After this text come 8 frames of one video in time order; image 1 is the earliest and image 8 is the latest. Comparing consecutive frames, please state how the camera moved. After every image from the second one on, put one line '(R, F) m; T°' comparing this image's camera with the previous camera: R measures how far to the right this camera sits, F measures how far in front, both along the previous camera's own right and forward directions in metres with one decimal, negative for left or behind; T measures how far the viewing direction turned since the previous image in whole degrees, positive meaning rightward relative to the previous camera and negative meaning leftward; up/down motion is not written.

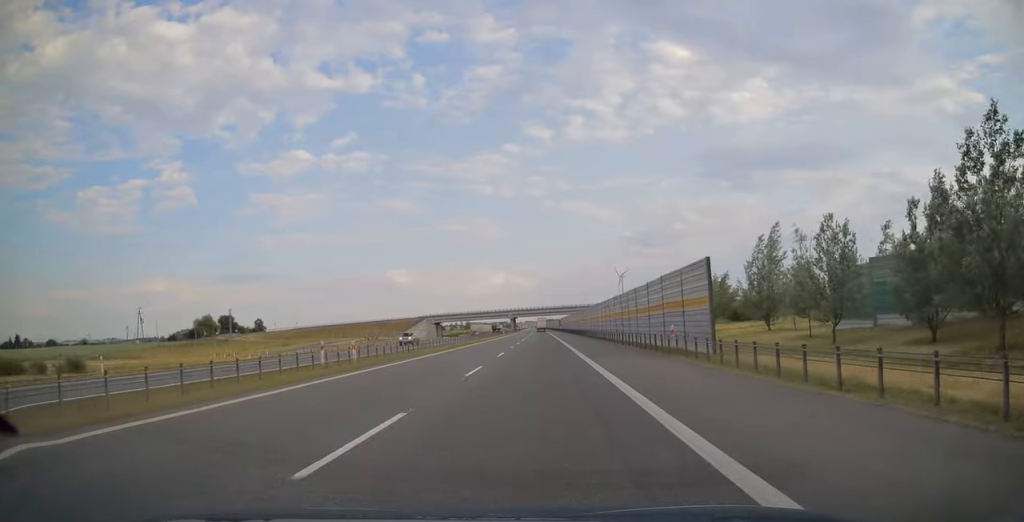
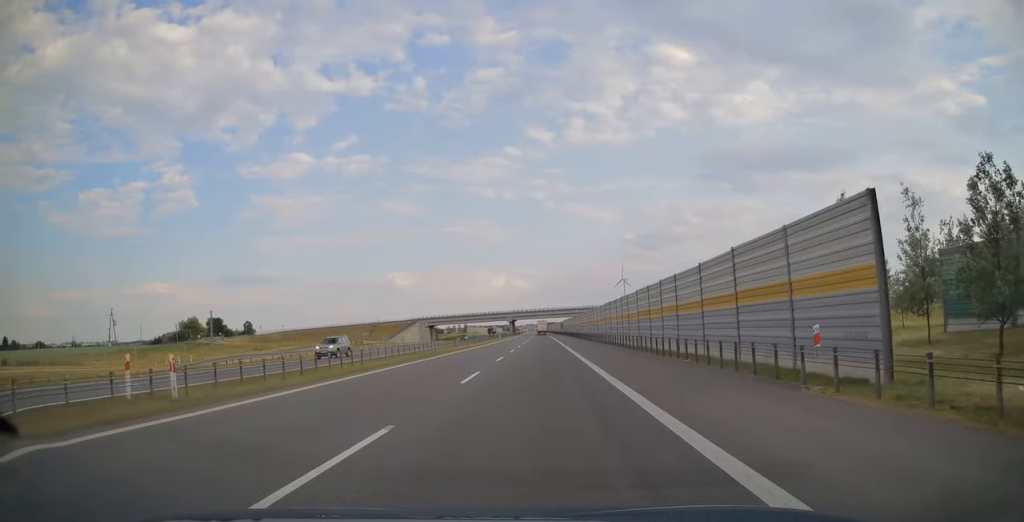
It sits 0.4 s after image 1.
(-0.1, +13.2) m; 0°
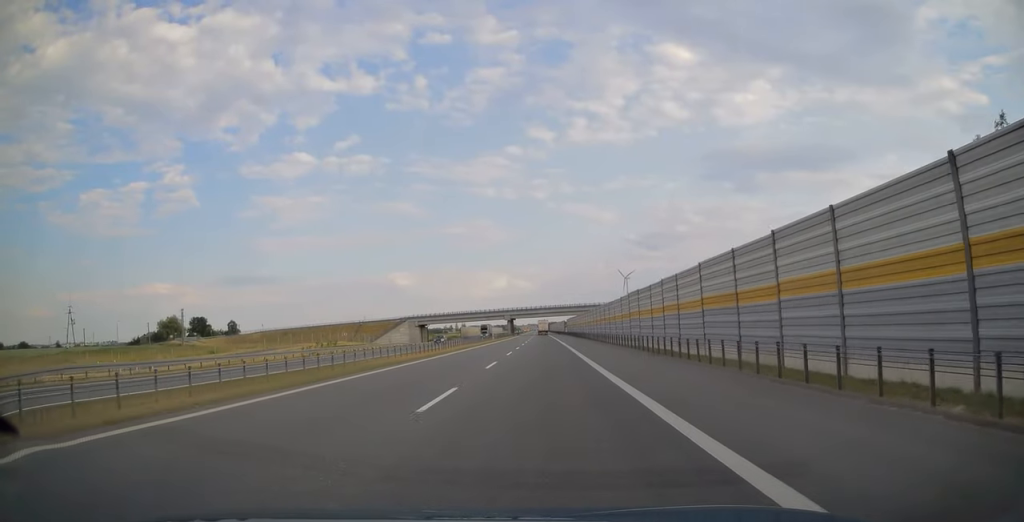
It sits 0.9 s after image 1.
(+0.1, +17.7) m; 0°
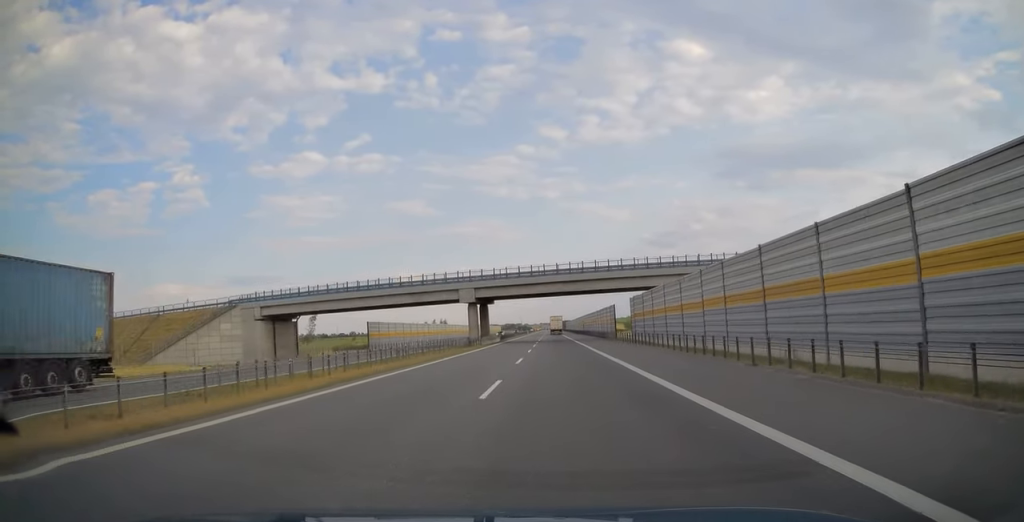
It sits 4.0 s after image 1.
(-0.8, +104.4) m; -1°
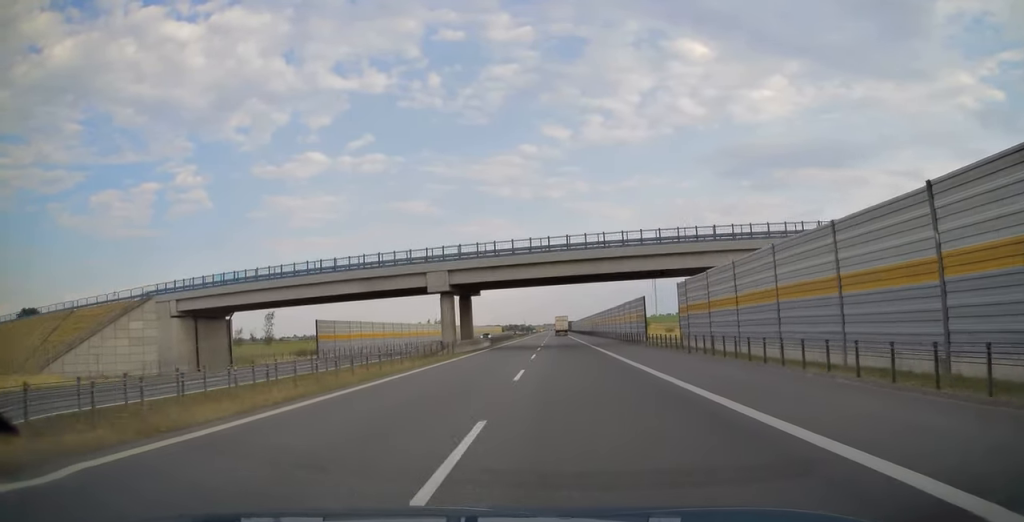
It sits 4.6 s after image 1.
(0.0, +19.1) m; 0°
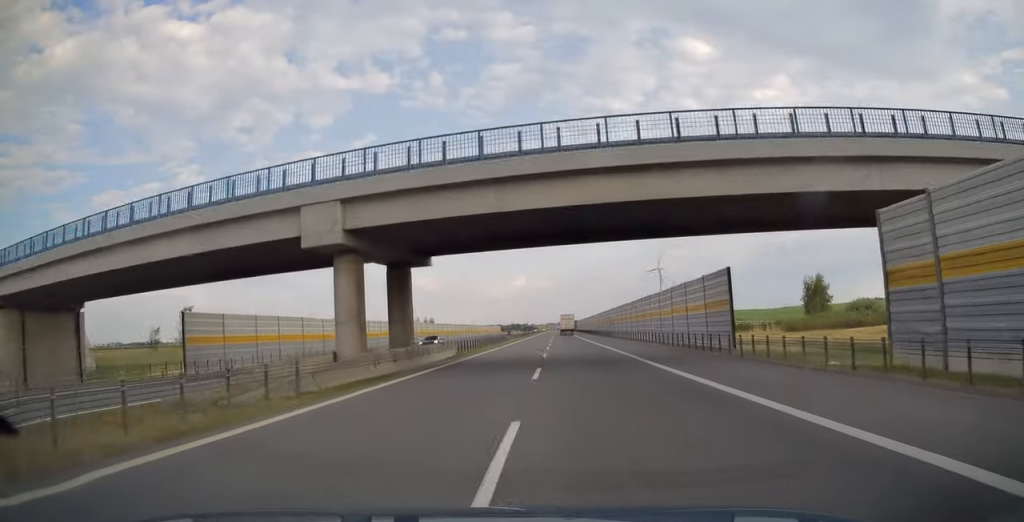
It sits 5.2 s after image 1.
(-0.1, +24.0) m; 0°
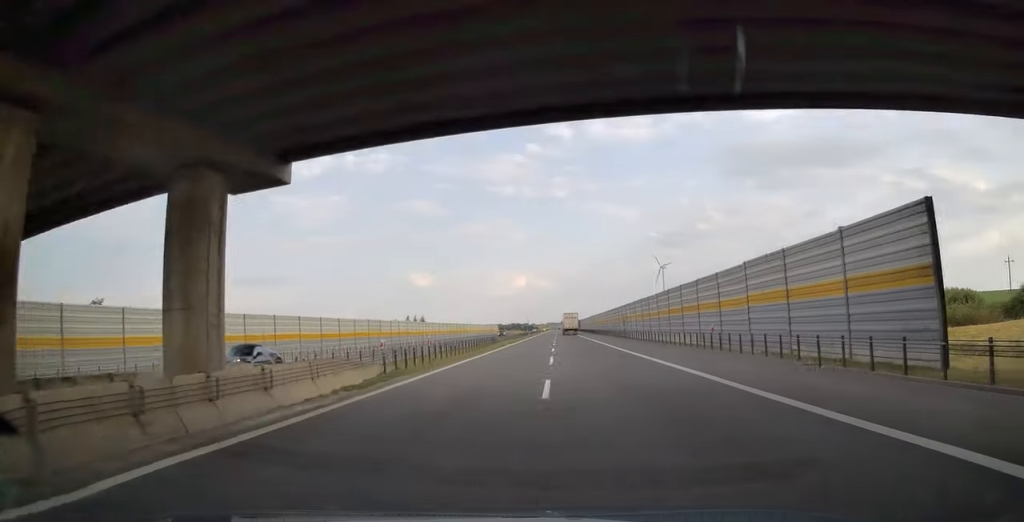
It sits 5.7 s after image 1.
(0.0, +16.6) m; 0°
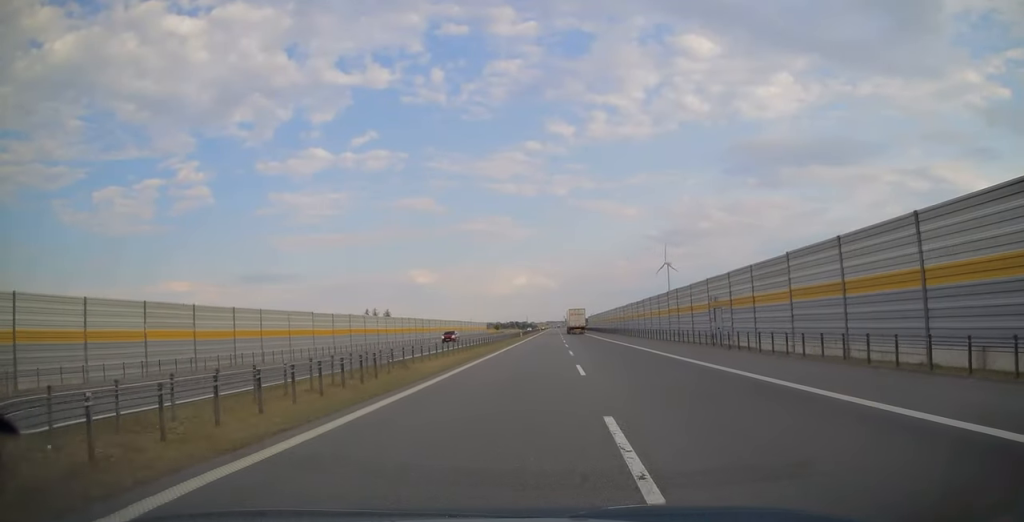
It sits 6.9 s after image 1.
(-0.1, +43.0) m; 0°
